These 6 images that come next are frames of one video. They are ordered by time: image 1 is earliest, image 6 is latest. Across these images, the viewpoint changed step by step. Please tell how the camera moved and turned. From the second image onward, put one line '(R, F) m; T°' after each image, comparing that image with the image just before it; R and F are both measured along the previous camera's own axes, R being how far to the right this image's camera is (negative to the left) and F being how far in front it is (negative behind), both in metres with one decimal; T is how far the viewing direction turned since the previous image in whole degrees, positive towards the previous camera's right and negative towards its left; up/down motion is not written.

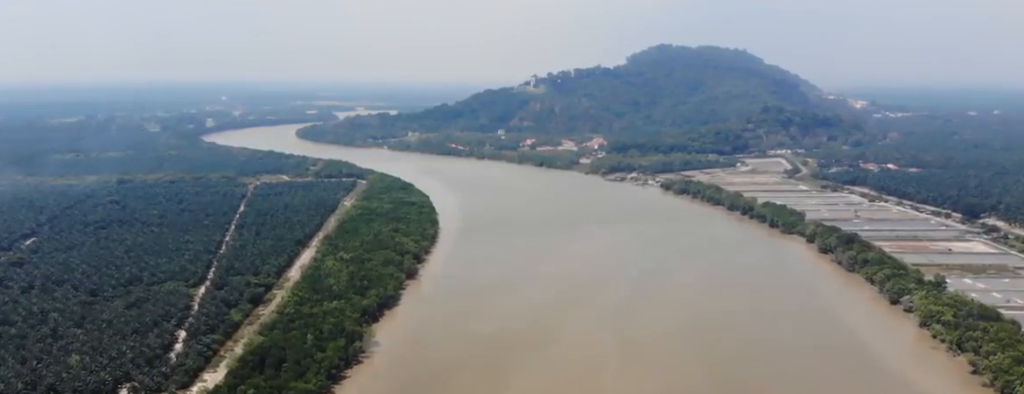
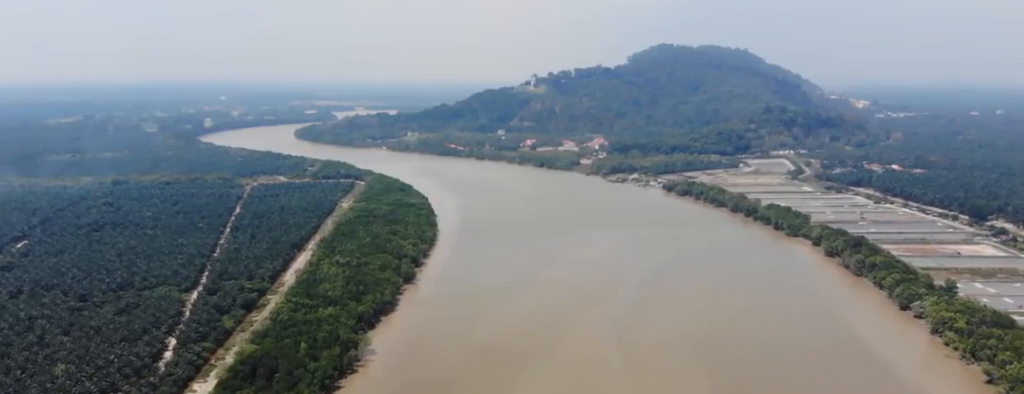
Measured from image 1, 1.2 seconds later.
(0.0, +15.4) m; 0°
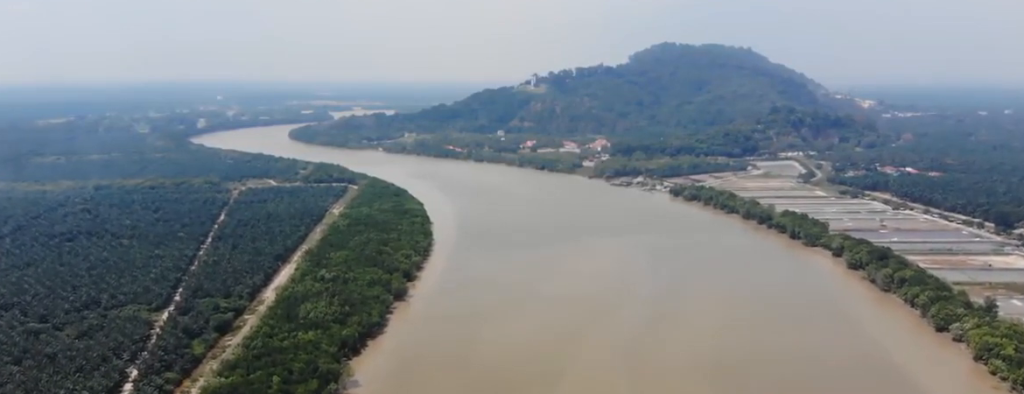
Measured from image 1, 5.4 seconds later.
(-0.2, +52.6) m; -1°
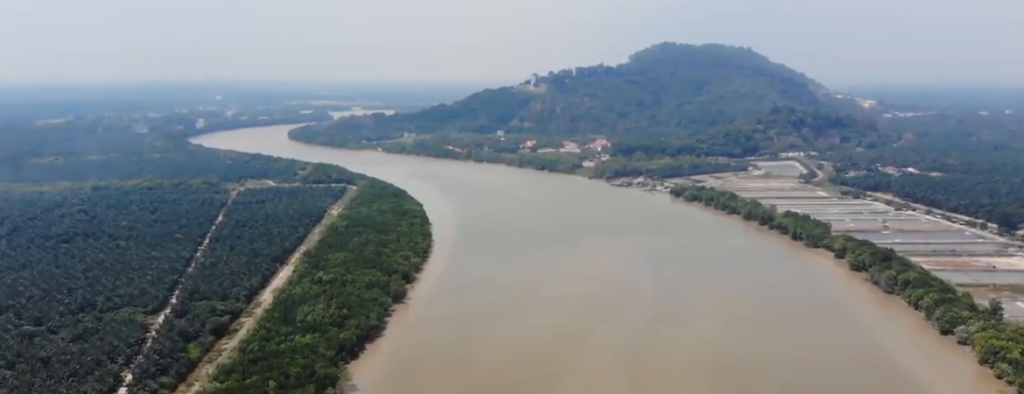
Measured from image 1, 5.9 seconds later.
(-0.1, +6.3) m; 0°
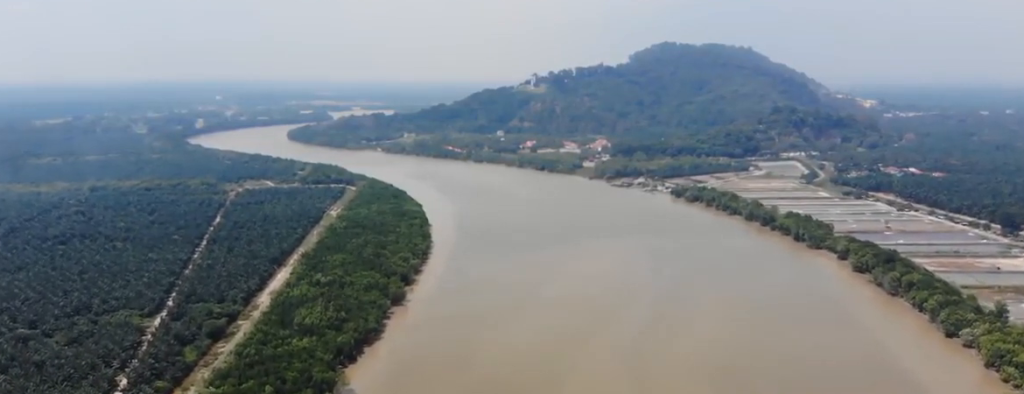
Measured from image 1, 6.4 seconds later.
(-0.1, +6.3) m; 0°
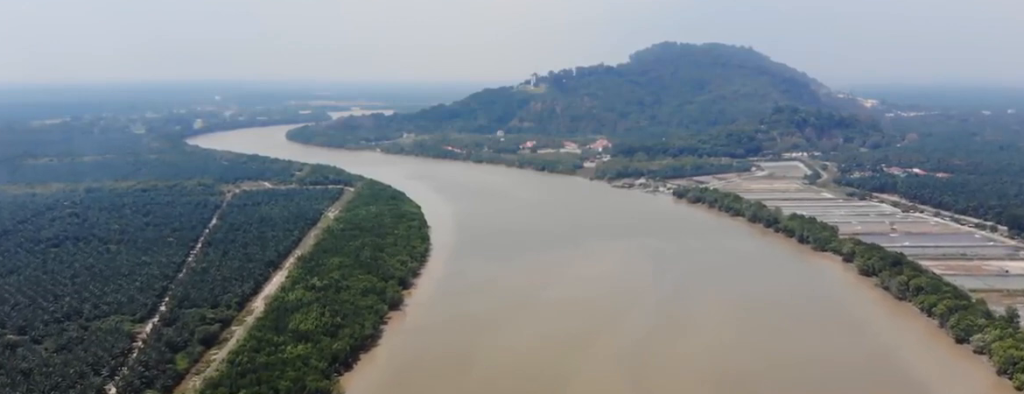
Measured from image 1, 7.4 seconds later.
(+0.2, +12.4) m; 0°
